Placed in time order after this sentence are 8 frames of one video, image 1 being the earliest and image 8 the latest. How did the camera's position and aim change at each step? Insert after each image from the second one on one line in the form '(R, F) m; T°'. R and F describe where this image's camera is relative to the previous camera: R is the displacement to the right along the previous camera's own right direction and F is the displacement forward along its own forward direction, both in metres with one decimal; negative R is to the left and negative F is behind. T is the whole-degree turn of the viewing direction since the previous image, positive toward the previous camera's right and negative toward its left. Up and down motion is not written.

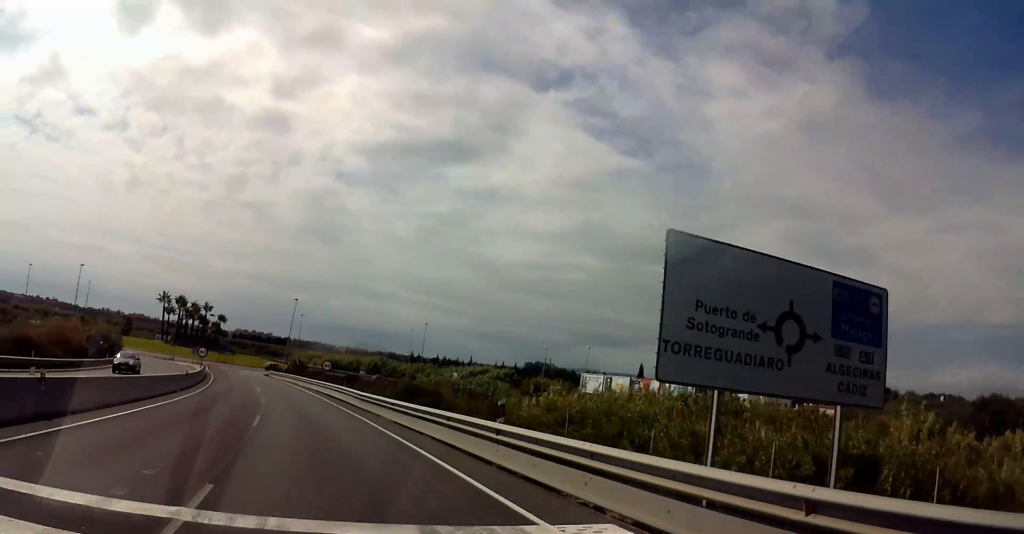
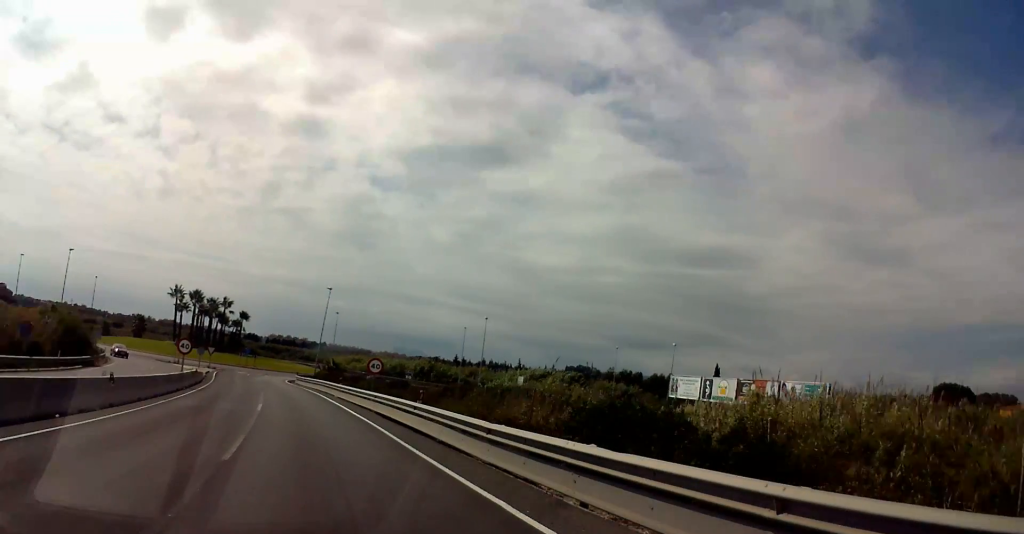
(-1.0, +19.1) m; -2°
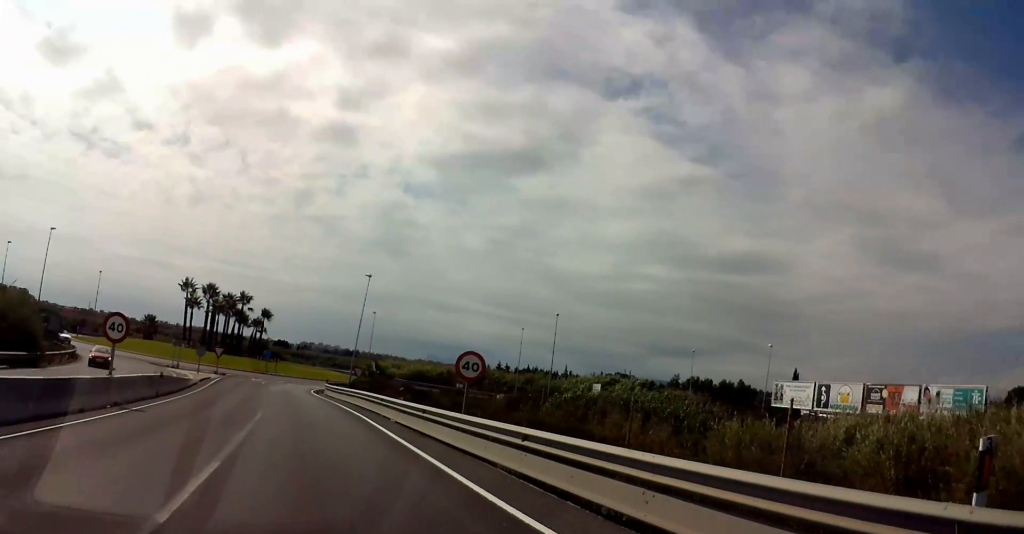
(+0.3, +17.9) m; 0°
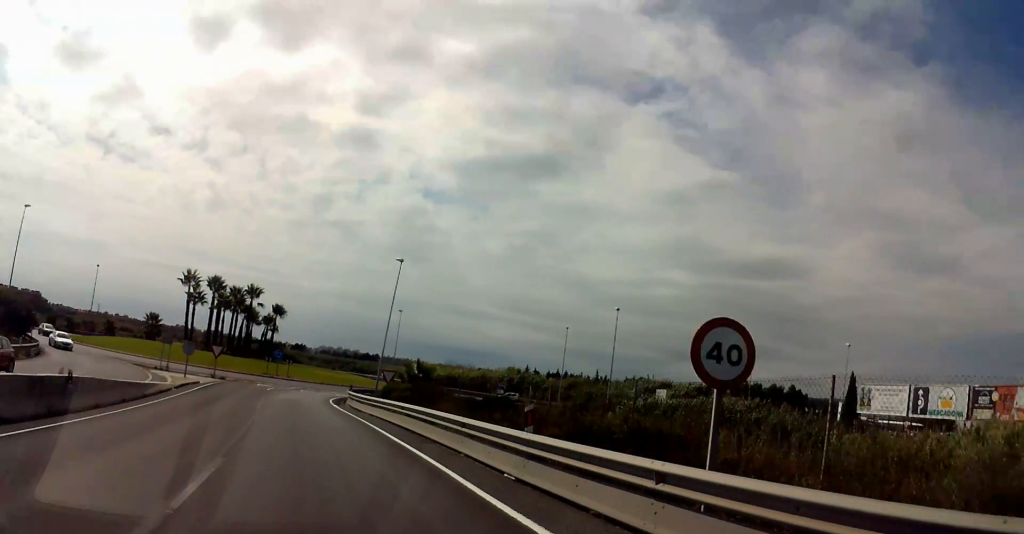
(-0.2, +12.2) m; -2°
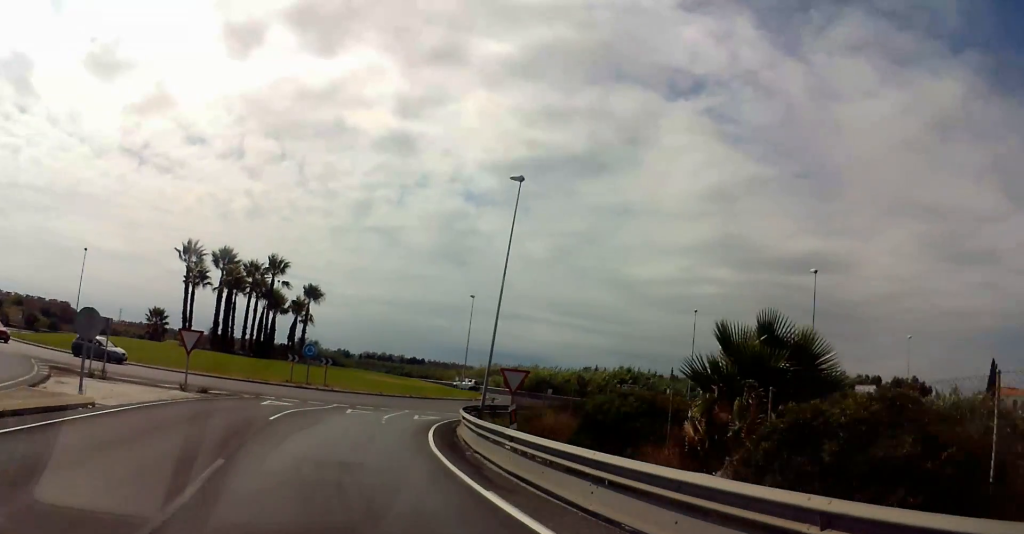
(-0.8, +27.0) m; -3°
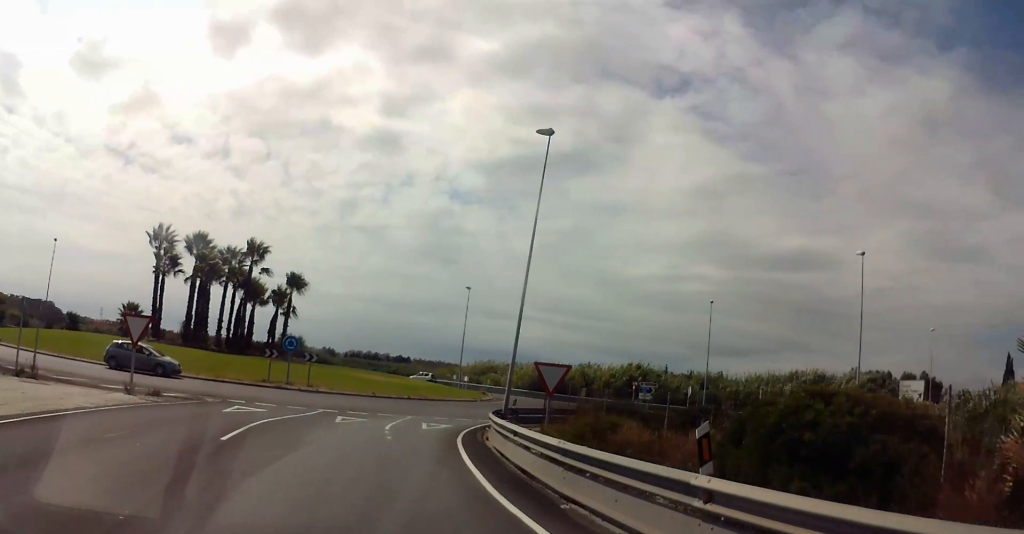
(-0.2, +6.8) m; 0°
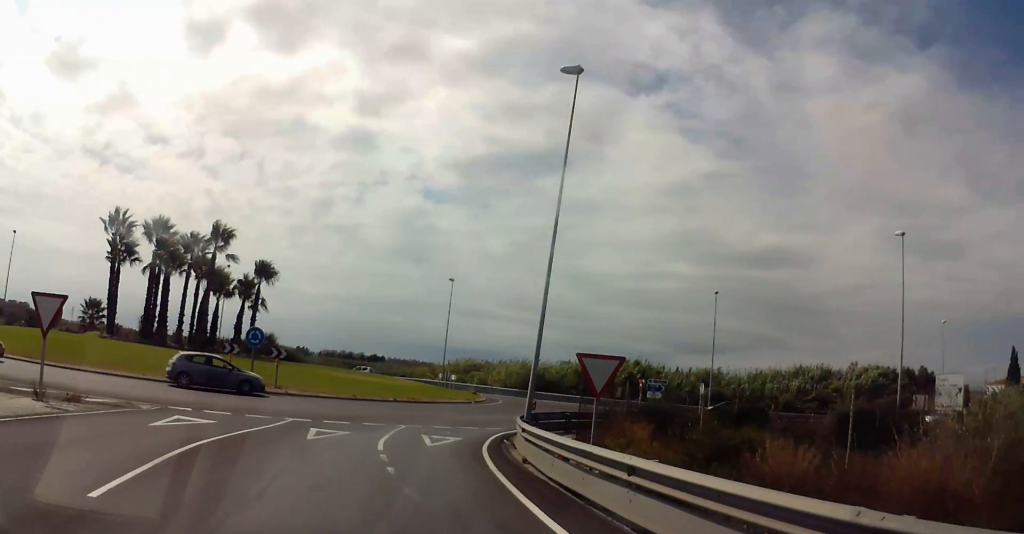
(+0.1, +6.6) m; +2°
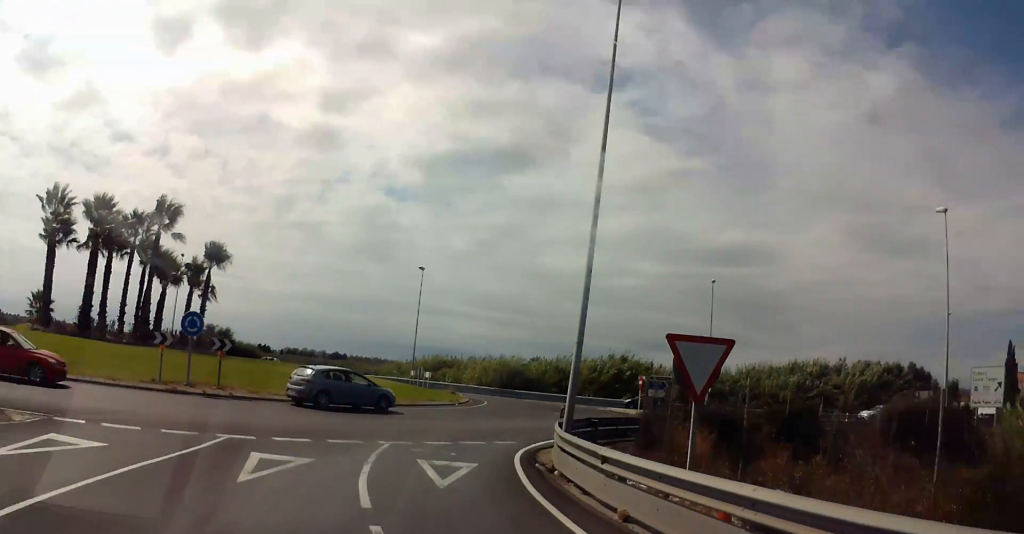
(+0.2, +6.5) m; +6°
